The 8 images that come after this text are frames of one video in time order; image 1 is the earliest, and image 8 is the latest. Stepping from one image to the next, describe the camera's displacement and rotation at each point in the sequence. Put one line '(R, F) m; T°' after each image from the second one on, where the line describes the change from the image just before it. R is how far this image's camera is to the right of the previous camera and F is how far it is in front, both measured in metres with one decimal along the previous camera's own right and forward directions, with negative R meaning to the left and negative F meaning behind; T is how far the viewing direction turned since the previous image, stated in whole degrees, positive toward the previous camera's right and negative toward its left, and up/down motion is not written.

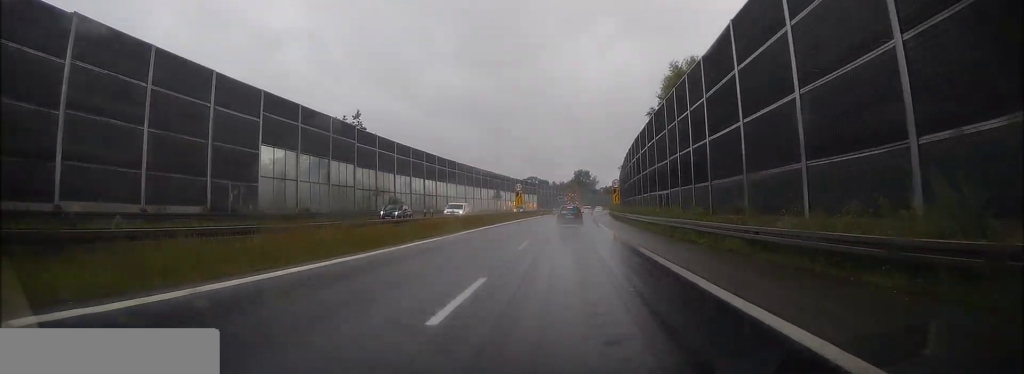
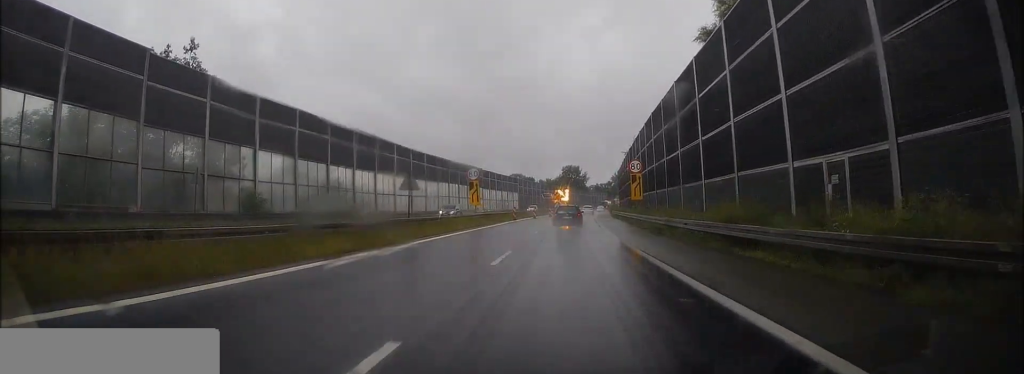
(+0.2, +29.1) m; +1°
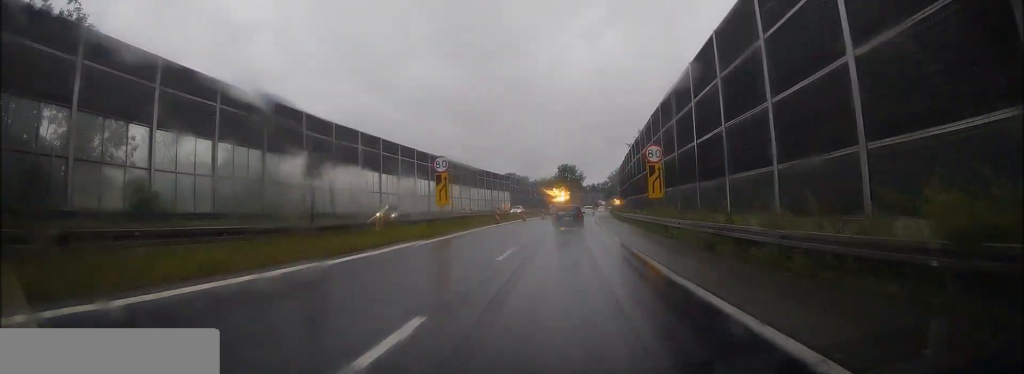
(0.0, +10.6) m; +1°
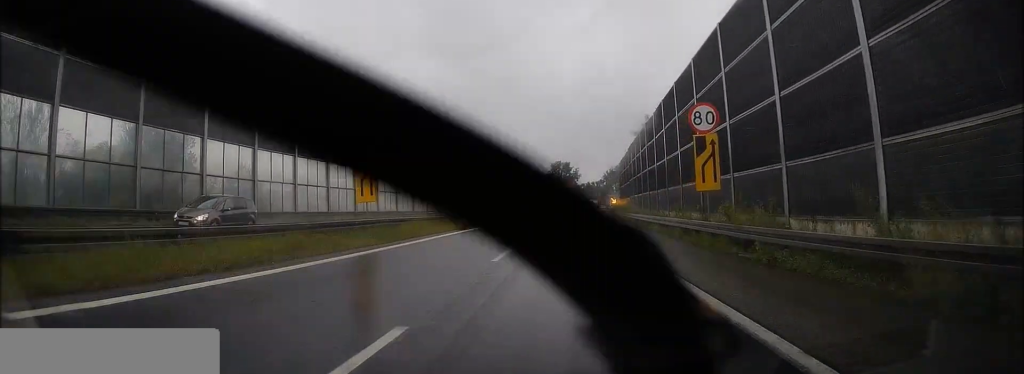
(+0.1, +12.6) m; +1°
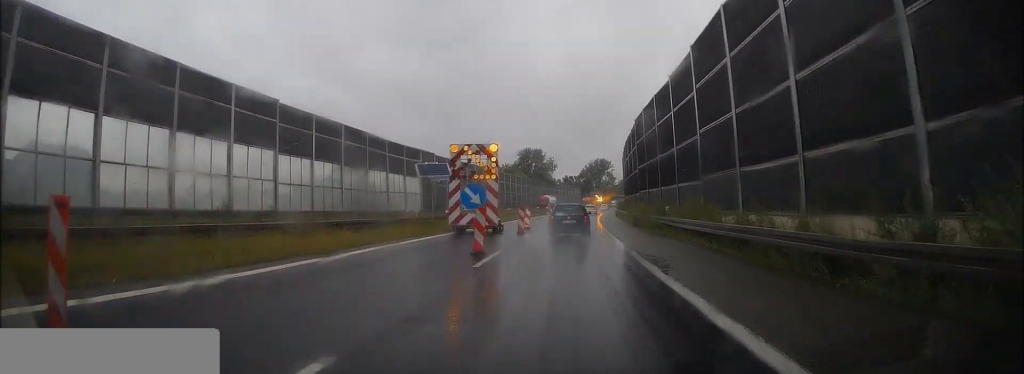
(+0.9, +48.9) m; +2°
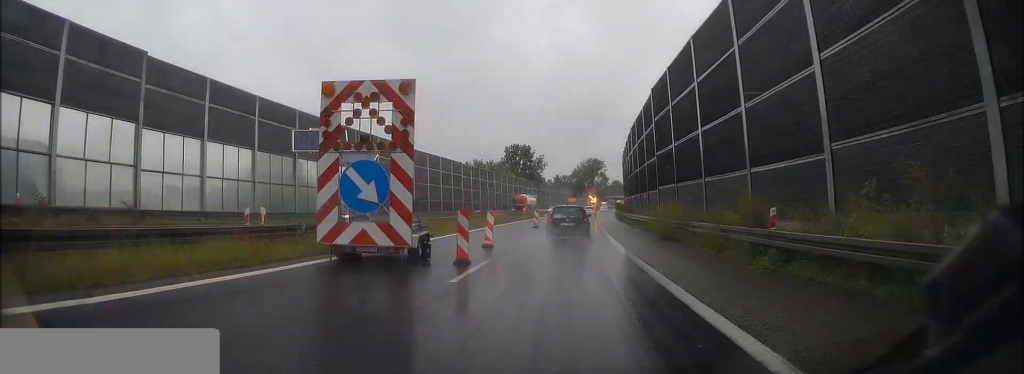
(0.0, +14.3) m; +1°
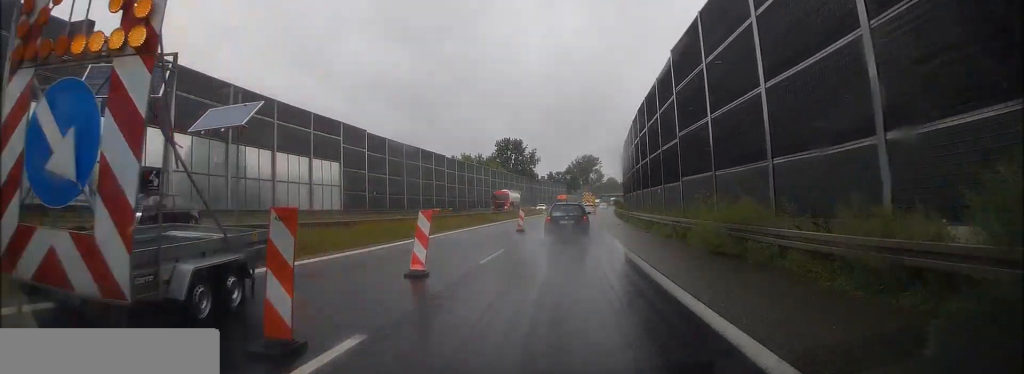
(0.0, +8.9) m; 0°
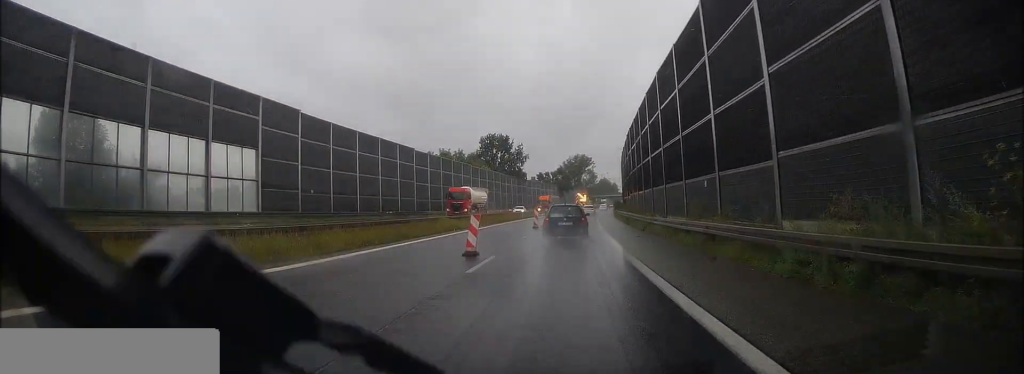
(+0.1, +13.7) m; +1°
